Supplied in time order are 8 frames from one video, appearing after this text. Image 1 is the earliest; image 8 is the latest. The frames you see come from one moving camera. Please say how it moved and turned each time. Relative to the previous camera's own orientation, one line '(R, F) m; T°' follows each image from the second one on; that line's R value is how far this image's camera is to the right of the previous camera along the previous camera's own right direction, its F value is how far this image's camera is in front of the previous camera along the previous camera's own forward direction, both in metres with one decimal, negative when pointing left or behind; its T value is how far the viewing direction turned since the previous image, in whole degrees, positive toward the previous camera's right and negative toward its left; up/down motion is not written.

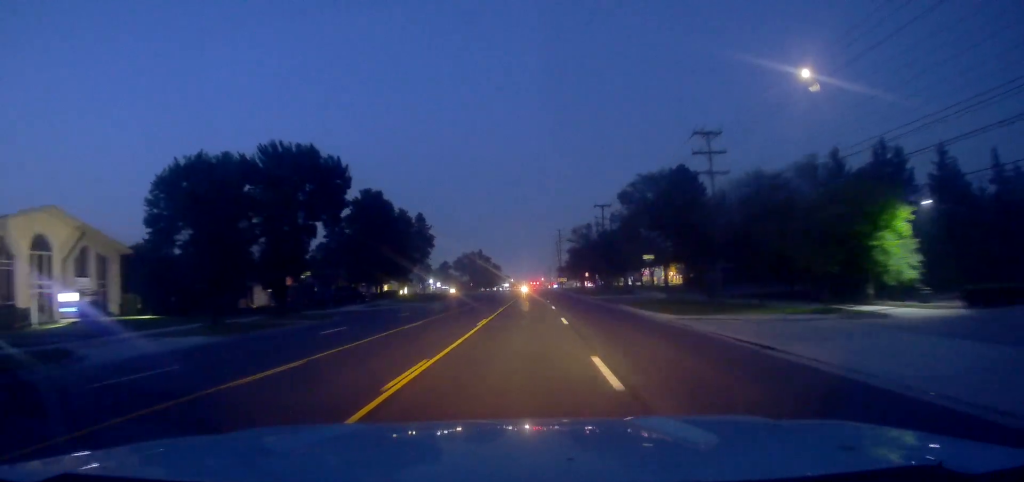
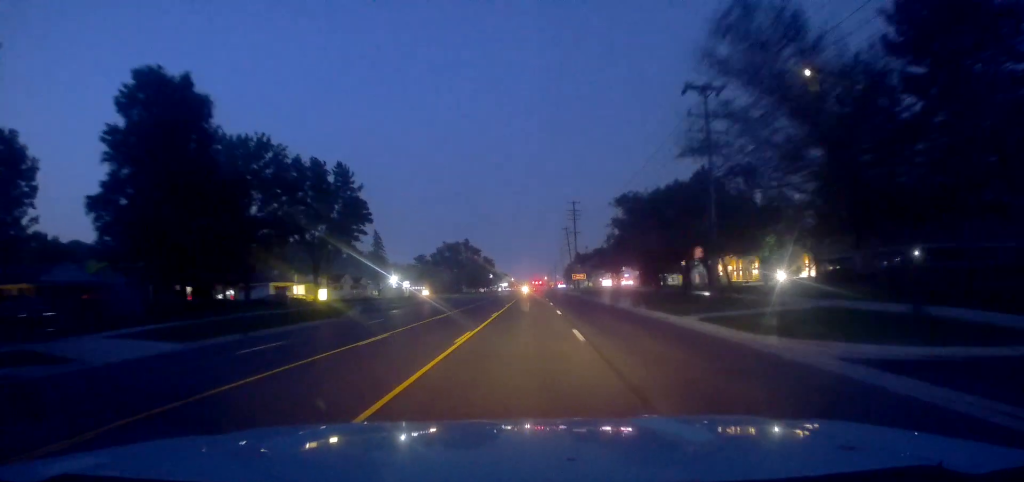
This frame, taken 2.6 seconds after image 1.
(+1.2, +52.5) m; 0°
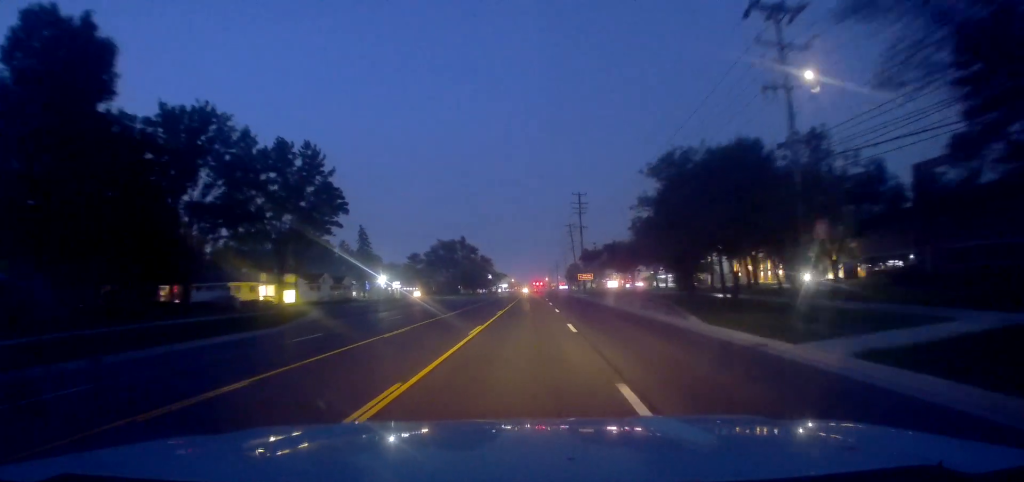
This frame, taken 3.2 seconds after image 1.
(-0.2, +11.3) m; 0°
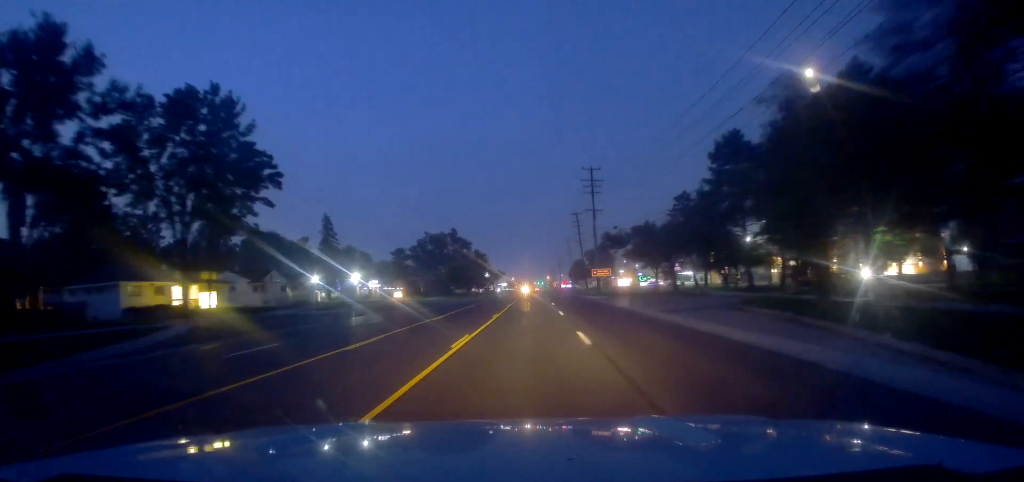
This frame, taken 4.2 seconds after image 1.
(+0.2, +20.0) m; +2°
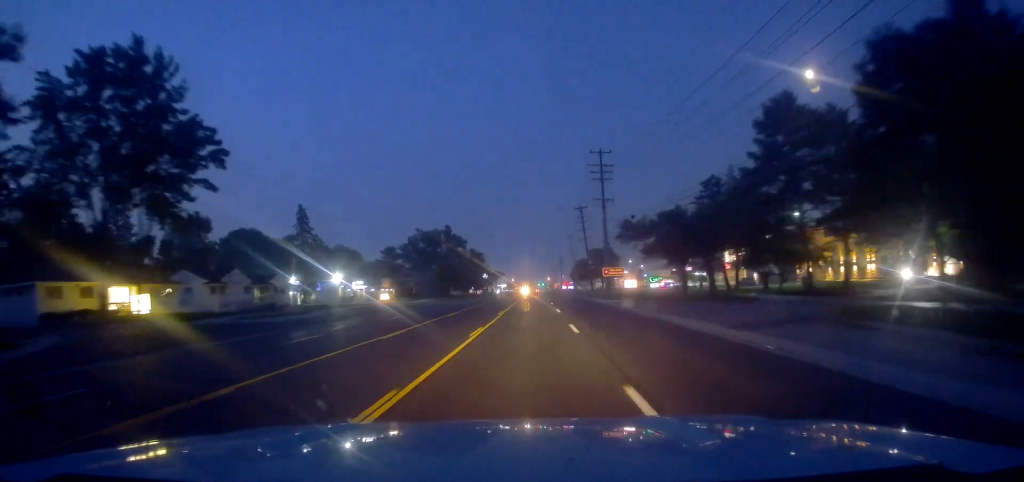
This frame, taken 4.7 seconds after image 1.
(+0.4, +10.7) m; +1°
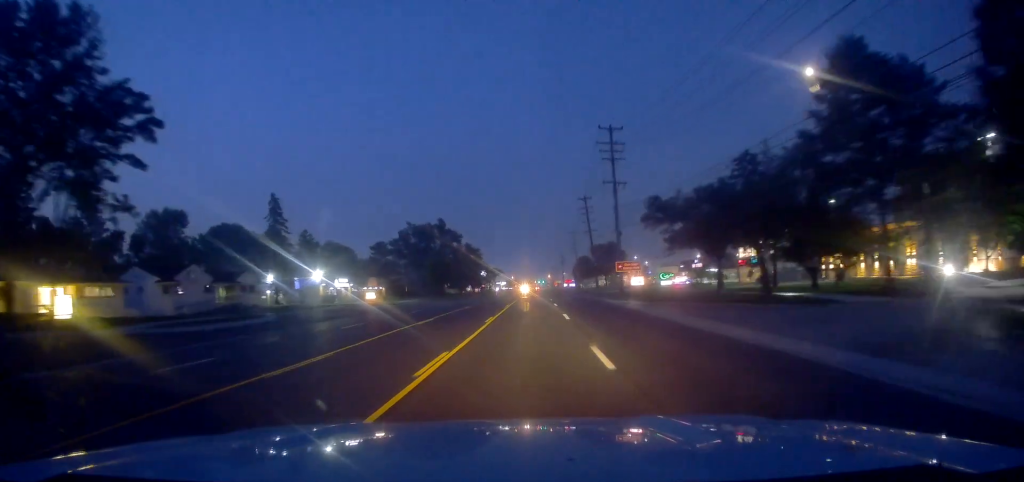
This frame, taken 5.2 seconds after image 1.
(+0.1, +9.3) m; 0°
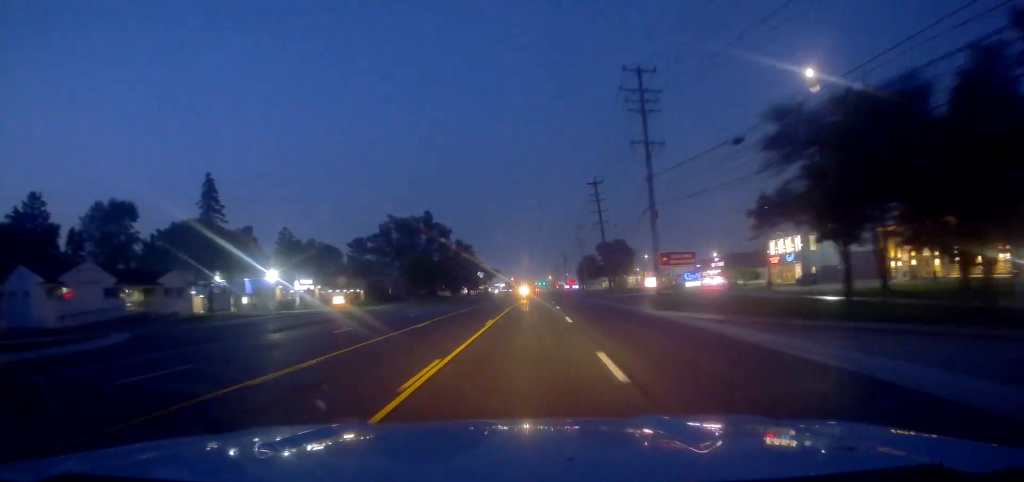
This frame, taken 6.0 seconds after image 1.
(-0.3, +17.3) m; -2°
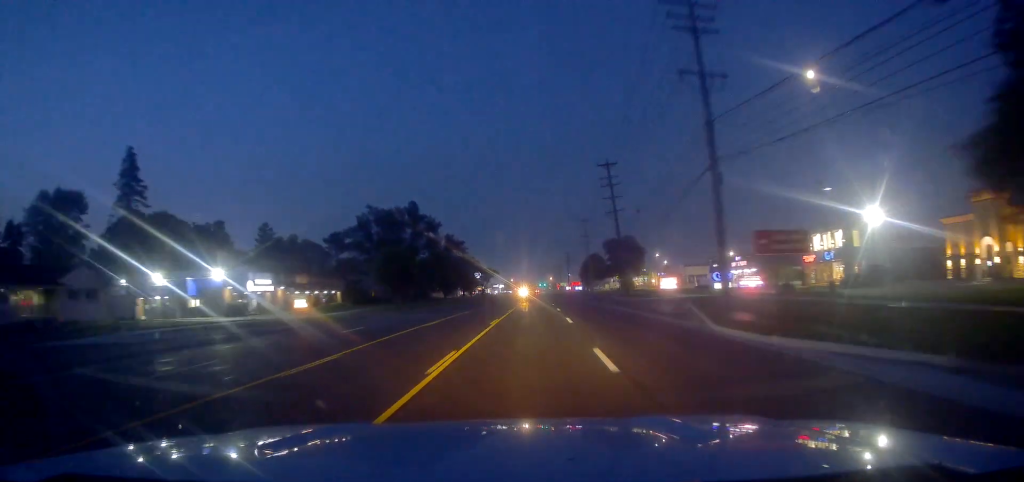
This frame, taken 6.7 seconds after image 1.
(-0.3, +13.8) m; 0°
